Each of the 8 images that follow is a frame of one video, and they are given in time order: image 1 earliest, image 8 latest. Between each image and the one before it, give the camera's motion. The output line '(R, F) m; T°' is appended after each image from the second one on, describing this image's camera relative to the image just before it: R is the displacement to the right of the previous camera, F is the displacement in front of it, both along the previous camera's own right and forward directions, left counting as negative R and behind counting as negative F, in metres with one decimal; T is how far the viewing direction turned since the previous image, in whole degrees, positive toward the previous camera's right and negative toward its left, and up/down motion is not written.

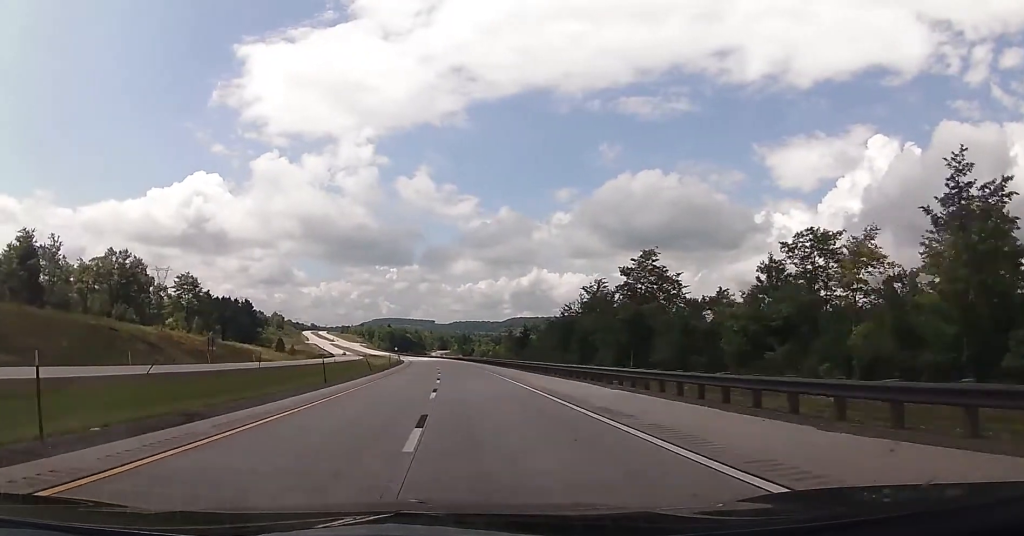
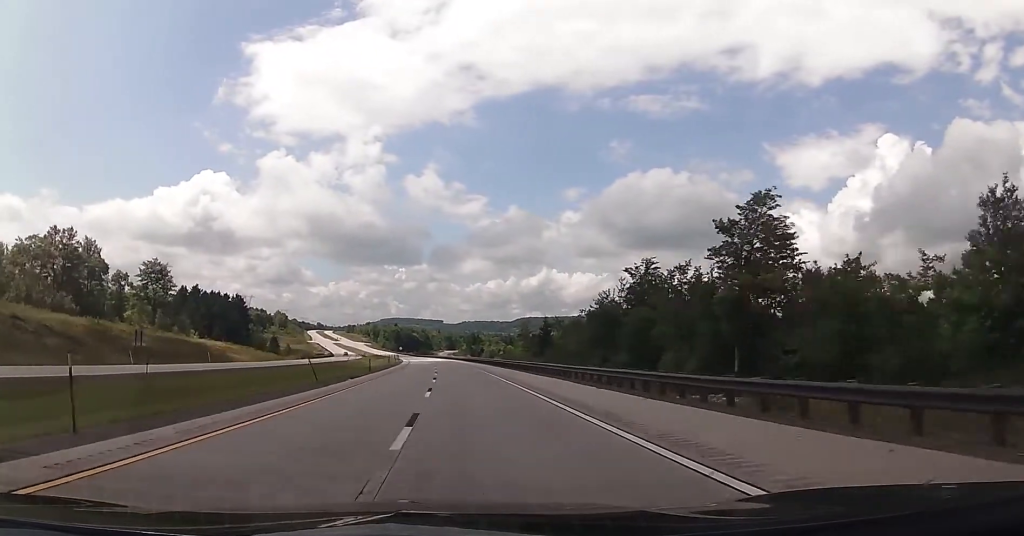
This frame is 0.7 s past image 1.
(-0.4, +23.4) m; -1°
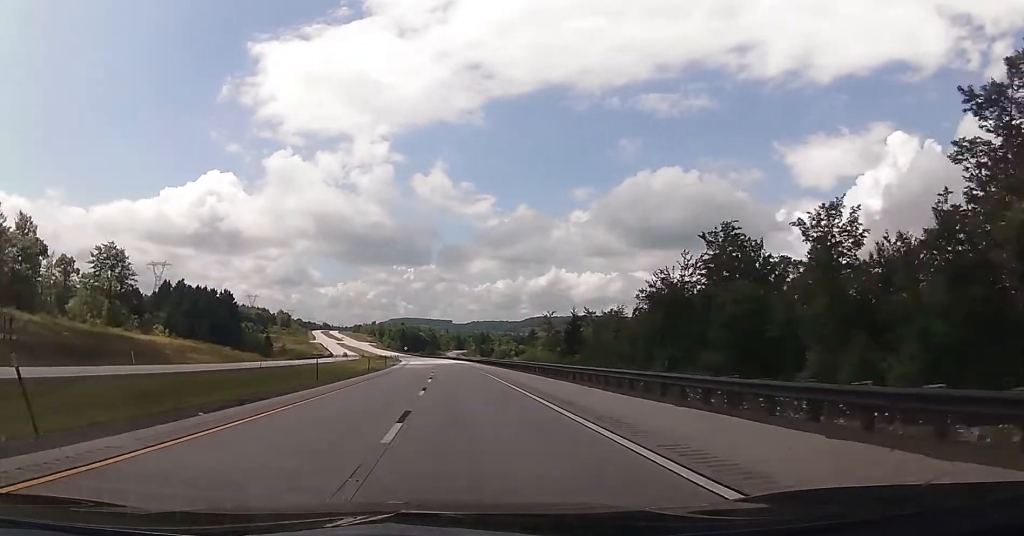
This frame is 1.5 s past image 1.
(0.0, +23.6) m; 0°
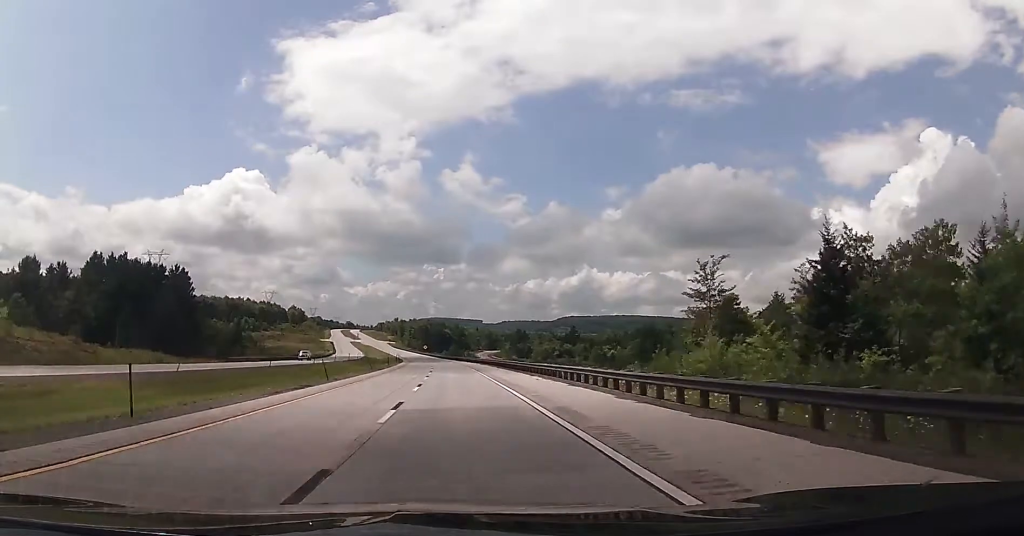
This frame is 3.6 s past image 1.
(-1.4, +68.8) m; -3°
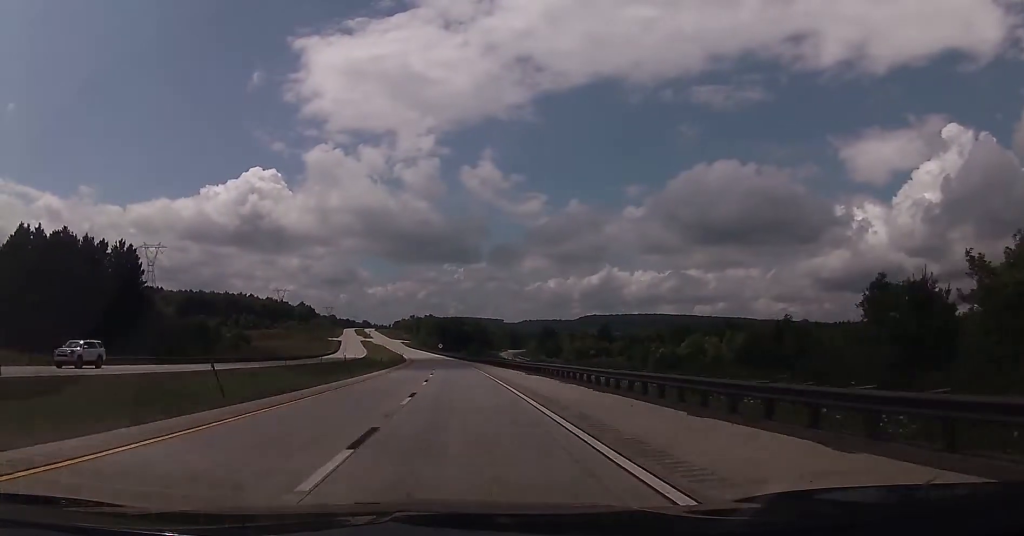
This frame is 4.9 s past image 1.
(-1.0, +43.4) m; -2°
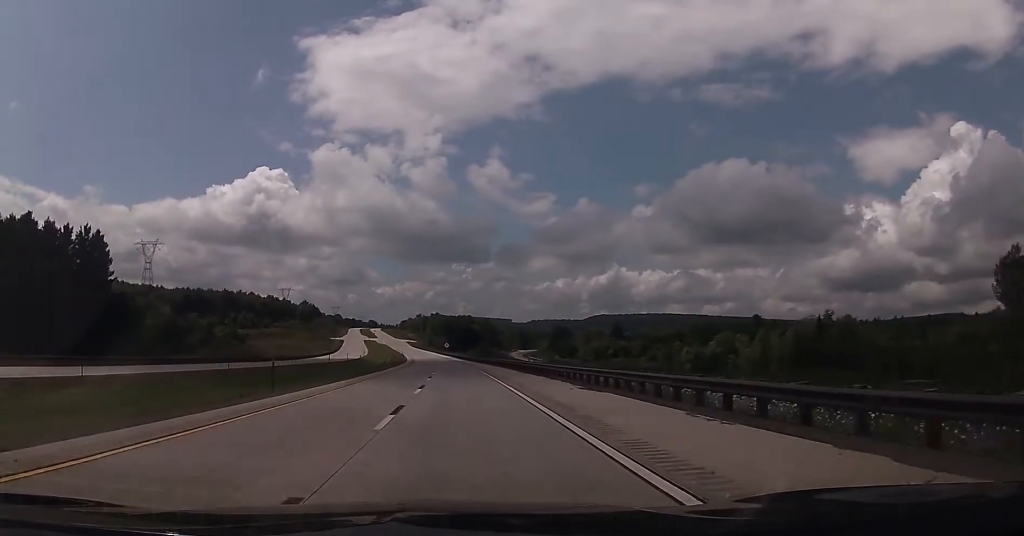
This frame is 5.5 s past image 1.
(-0.1, +18.5) m; -1°
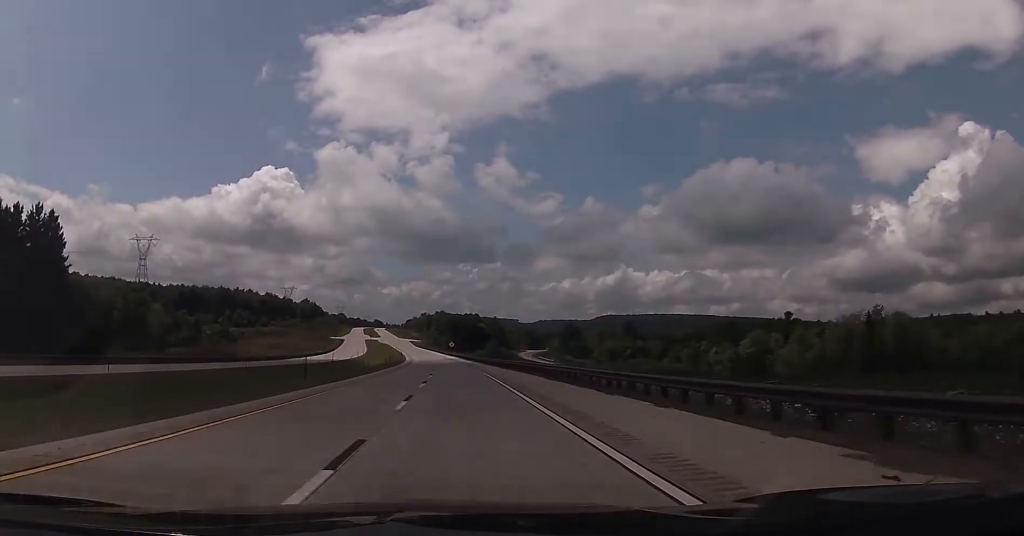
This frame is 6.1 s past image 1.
(-0.1, +19.6) m; -1°
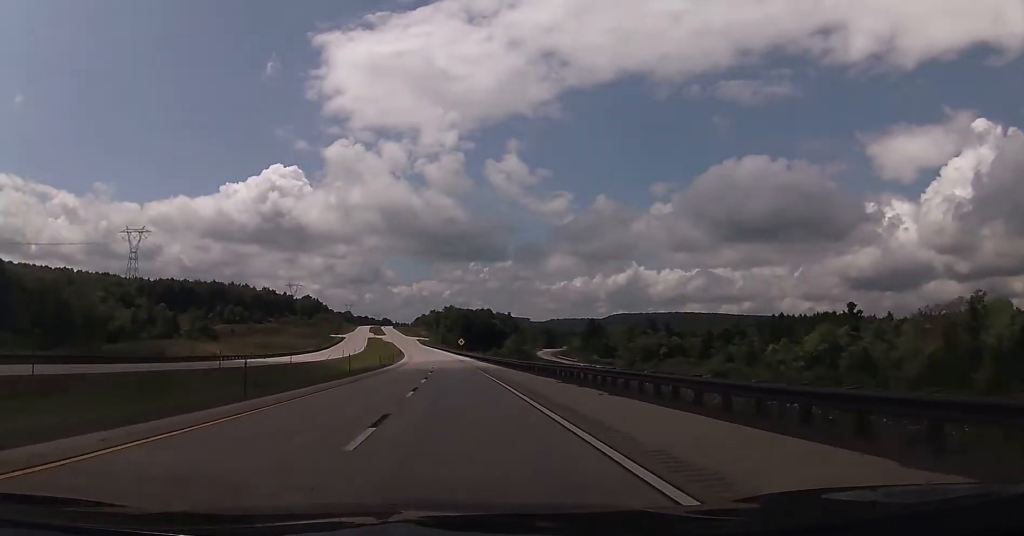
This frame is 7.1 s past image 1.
(-0.3, +31.5) m; -1°
